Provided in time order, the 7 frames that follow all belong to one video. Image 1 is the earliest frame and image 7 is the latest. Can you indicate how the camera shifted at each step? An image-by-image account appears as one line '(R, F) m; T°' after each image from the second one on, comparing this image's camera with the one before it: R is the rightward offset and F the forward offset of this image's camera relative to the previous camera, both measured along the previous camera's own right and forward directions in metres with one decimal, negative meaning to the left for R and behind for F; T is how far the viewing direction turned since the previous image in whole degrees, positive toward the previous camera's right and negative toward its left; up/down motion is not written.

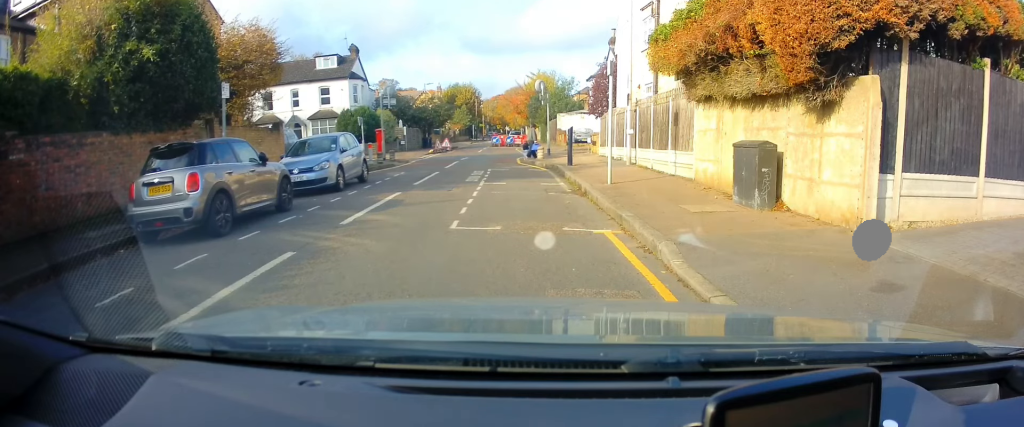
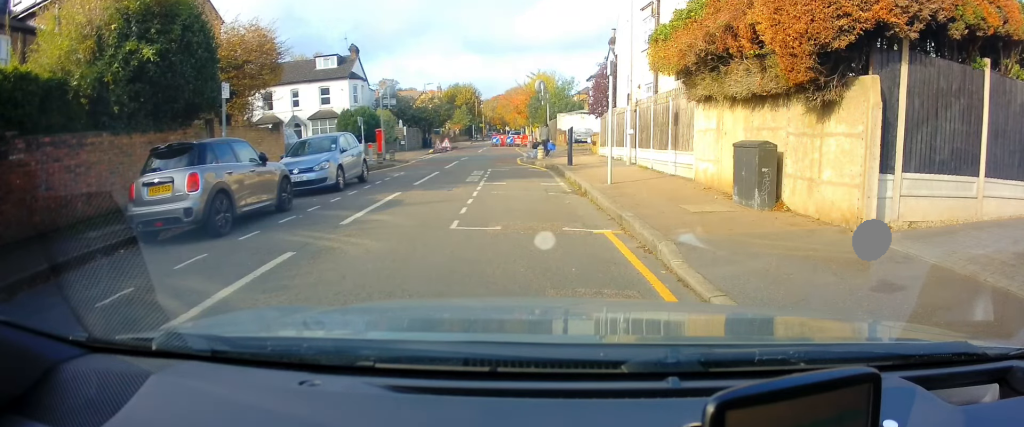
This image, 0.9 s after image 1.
(0.0, 0.0) m; 0°
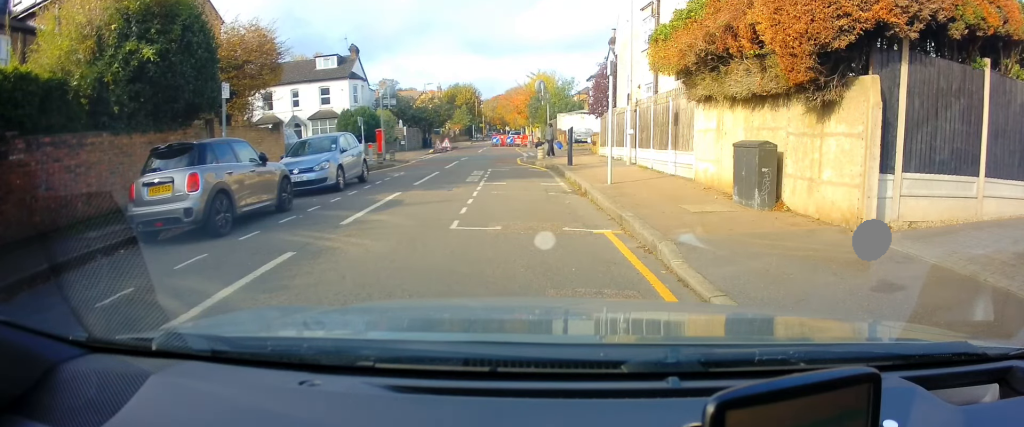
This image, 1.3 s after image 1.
(0.0, 0.0) m; 0°
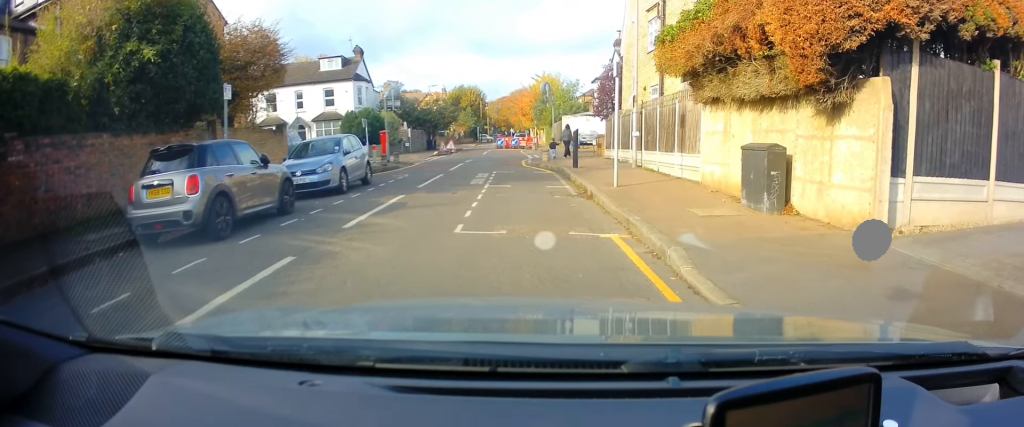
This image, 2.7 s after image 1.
(0.0, 0.0) m; 0°
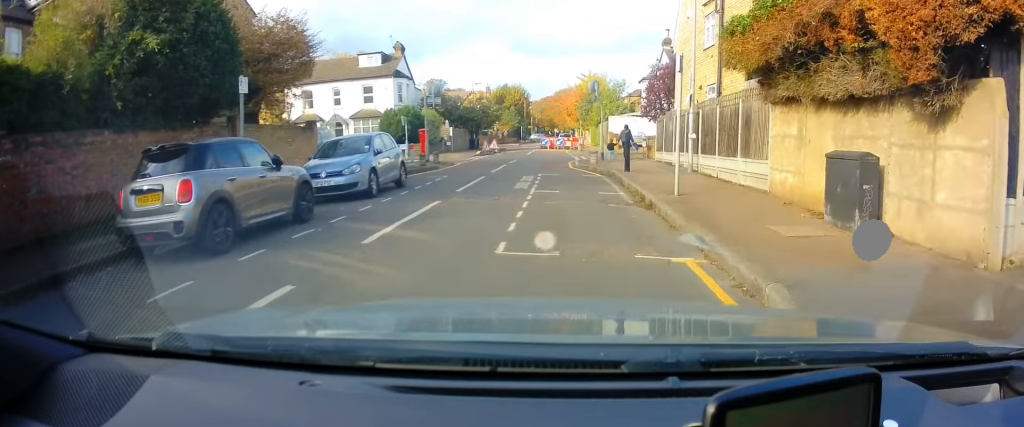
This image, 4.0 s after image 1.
(0.0, +0.6) m; 0°
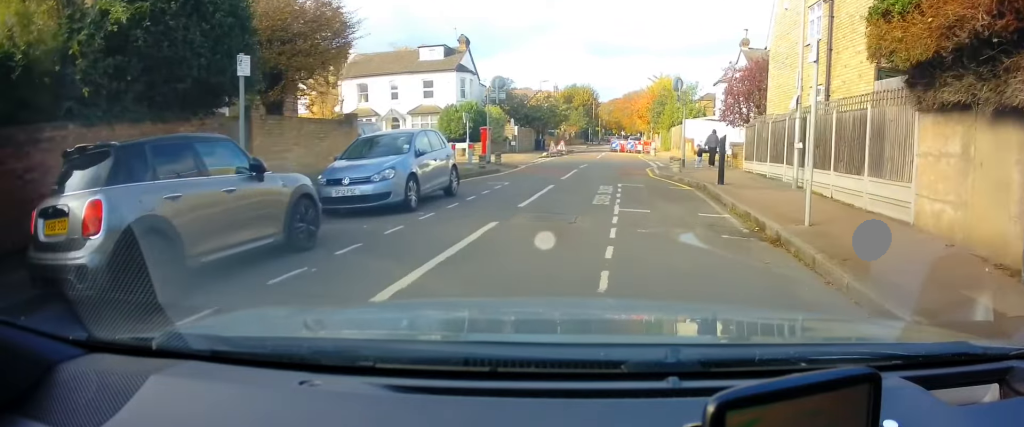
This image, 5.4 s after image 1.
(0.0, +1.8) m; 0°
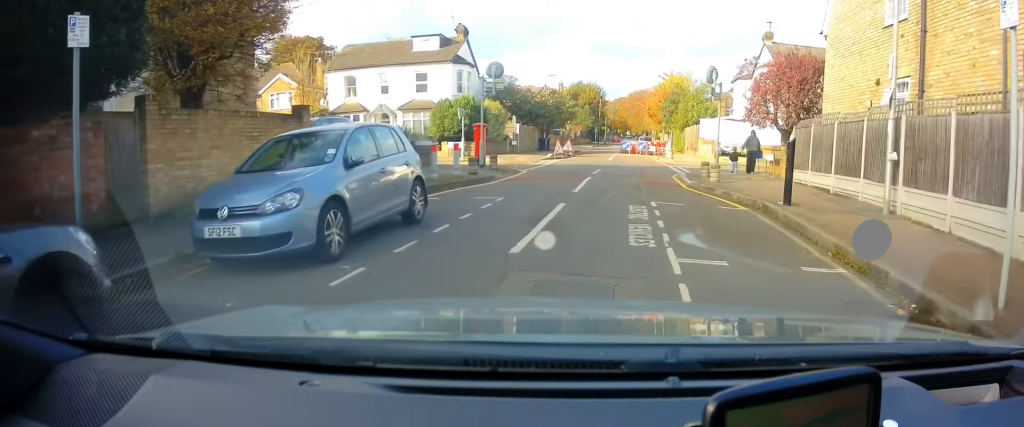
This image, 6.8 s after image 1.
(0.0, +3.2) m; 0°
